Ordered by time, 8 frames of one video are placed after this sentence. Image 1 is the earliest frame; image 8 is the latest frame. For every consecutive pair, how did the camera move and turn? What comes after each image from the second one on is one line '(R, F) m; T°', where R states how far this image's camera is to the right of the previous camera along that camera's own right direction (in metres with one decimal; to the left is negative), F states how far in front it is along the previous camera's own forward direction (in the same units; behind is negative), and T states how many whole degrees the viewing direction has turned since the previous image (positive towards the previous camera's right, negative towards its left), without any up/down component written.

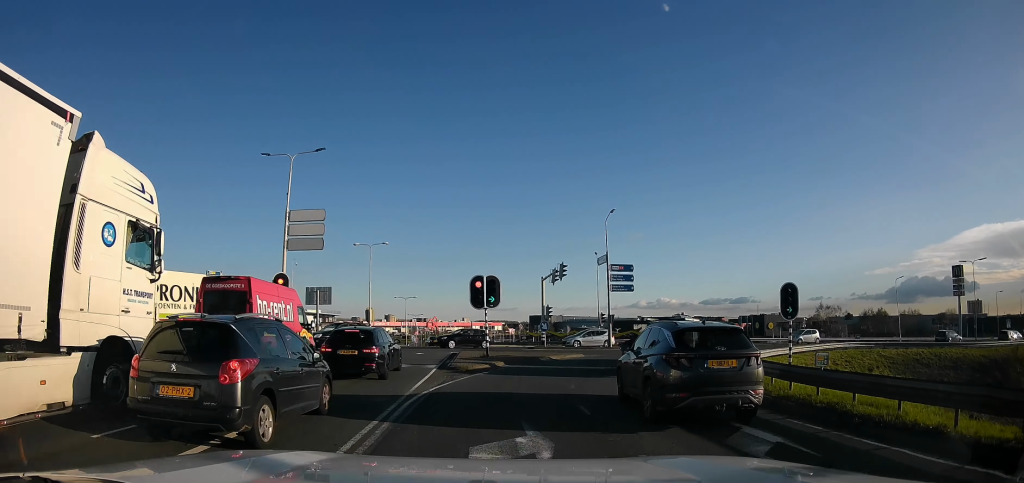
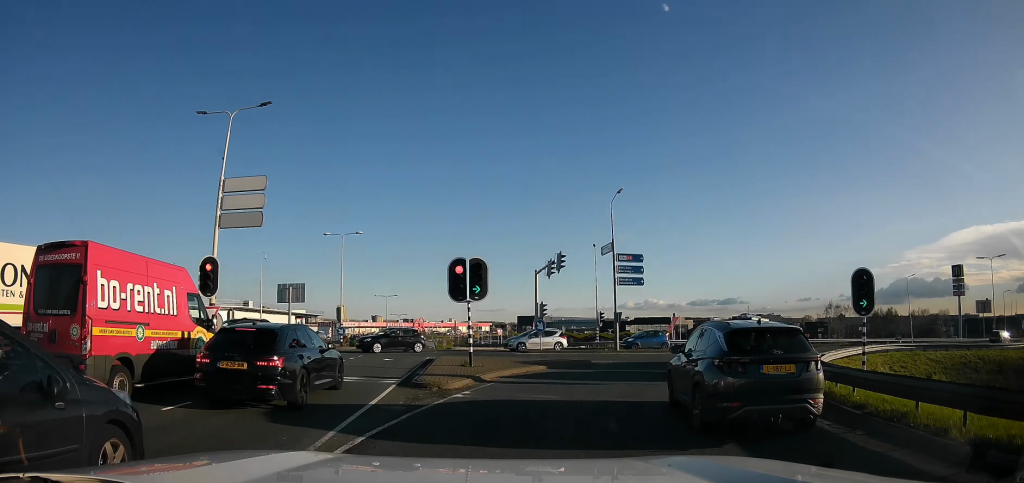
(-0.1, +5.6) m; +3°
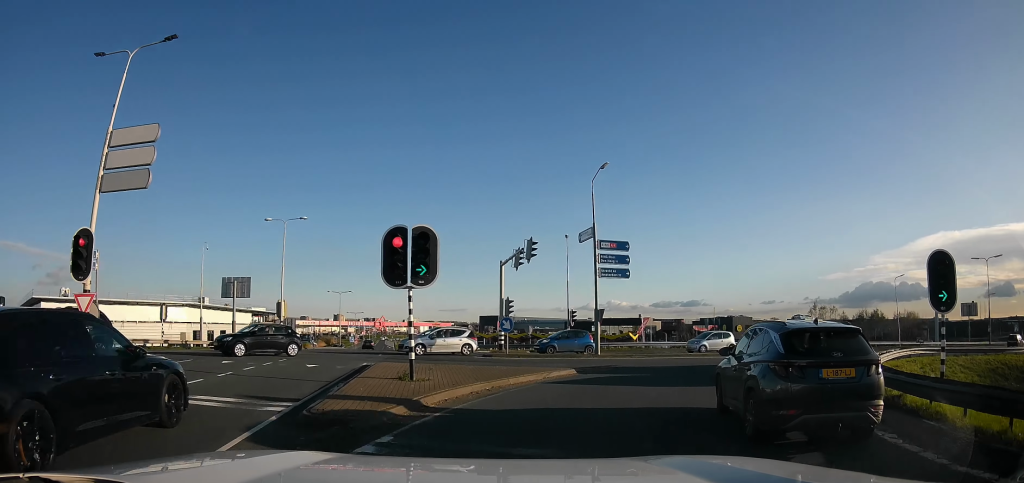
(+0.4, +5.3) m; +7°
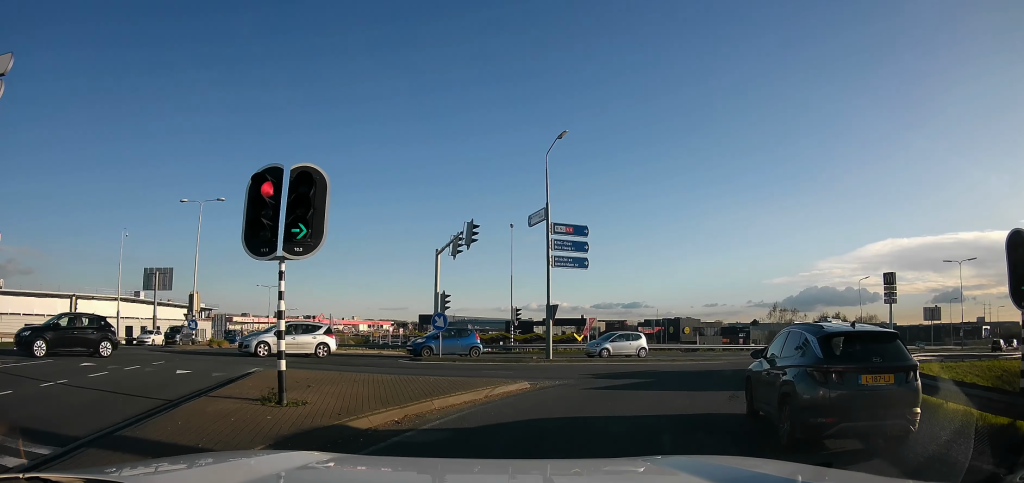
(-0.2, +4.7) m; +7°
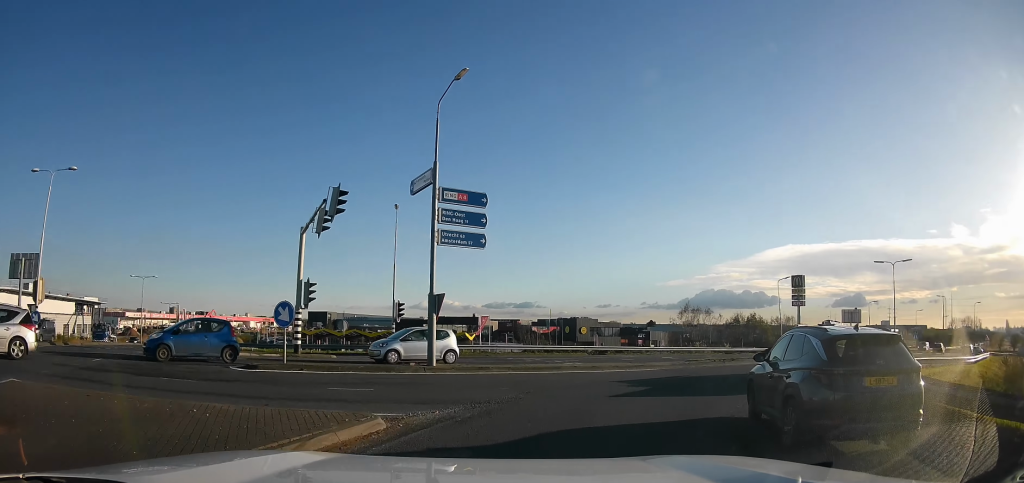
(+1.0, +5.7) m; +7°
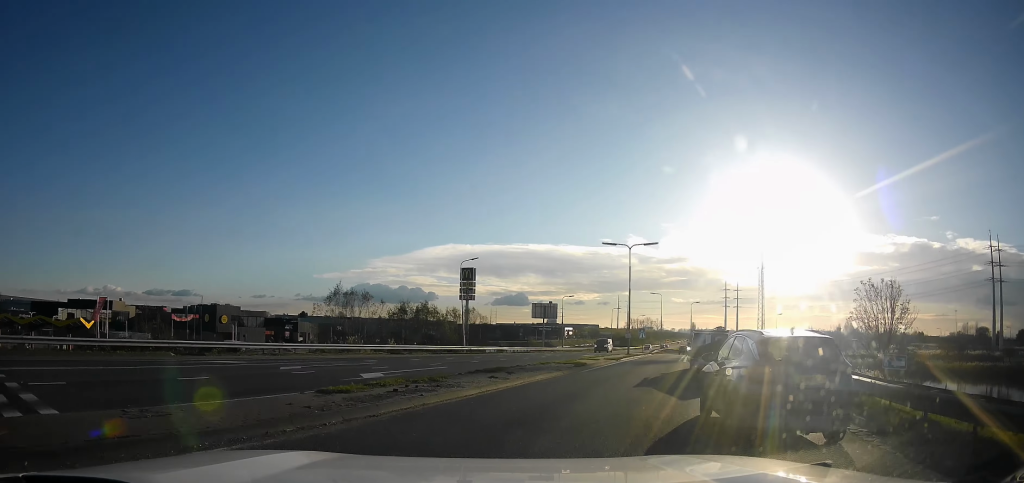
(+2.2, +15.5) m; +23°
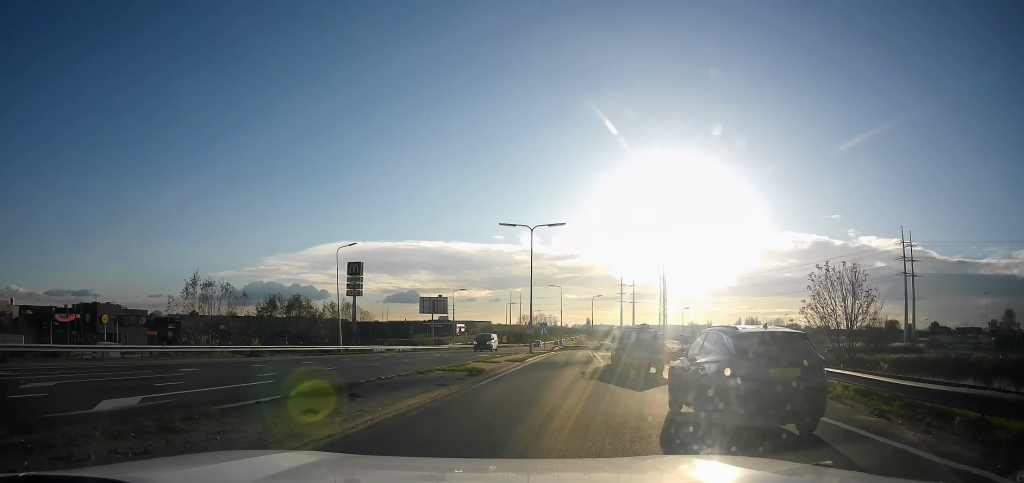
(+0.4, +5.8) m; +16°
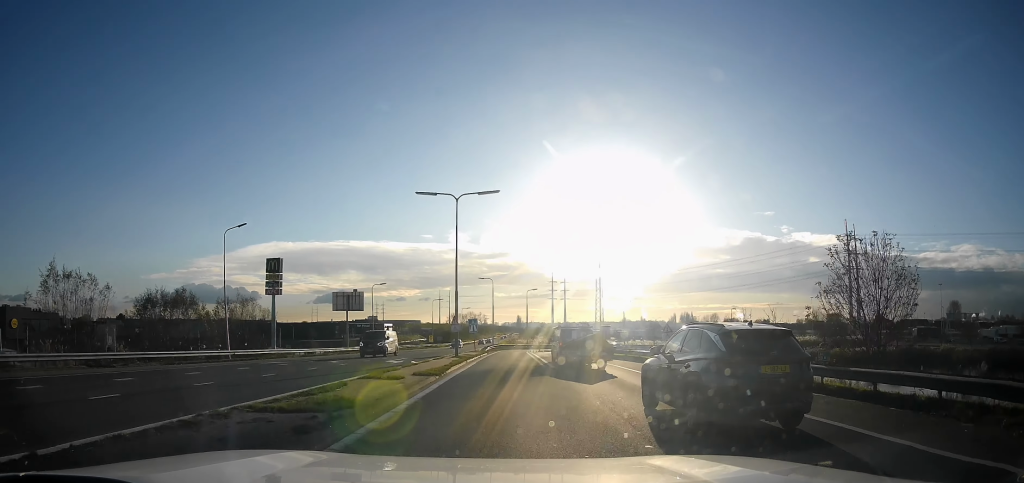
(+1.5, +8.3) m; +14°
